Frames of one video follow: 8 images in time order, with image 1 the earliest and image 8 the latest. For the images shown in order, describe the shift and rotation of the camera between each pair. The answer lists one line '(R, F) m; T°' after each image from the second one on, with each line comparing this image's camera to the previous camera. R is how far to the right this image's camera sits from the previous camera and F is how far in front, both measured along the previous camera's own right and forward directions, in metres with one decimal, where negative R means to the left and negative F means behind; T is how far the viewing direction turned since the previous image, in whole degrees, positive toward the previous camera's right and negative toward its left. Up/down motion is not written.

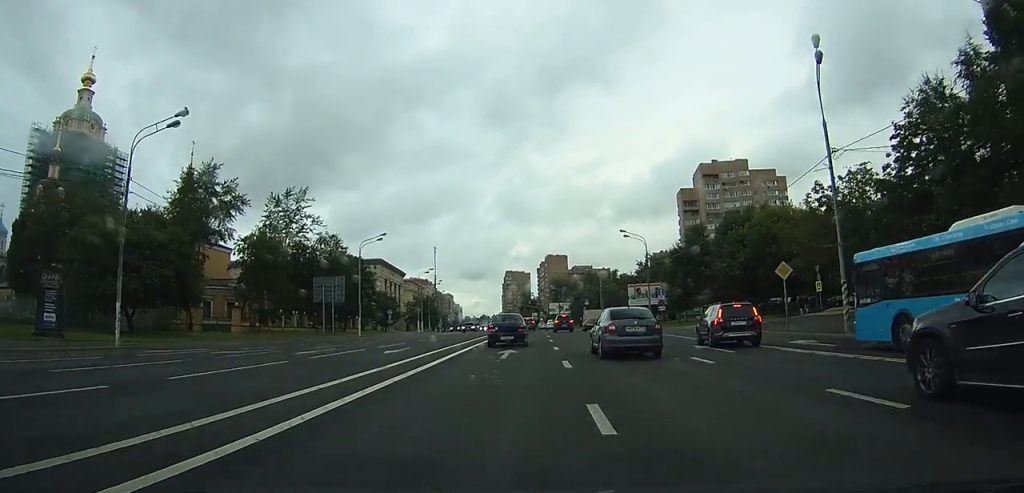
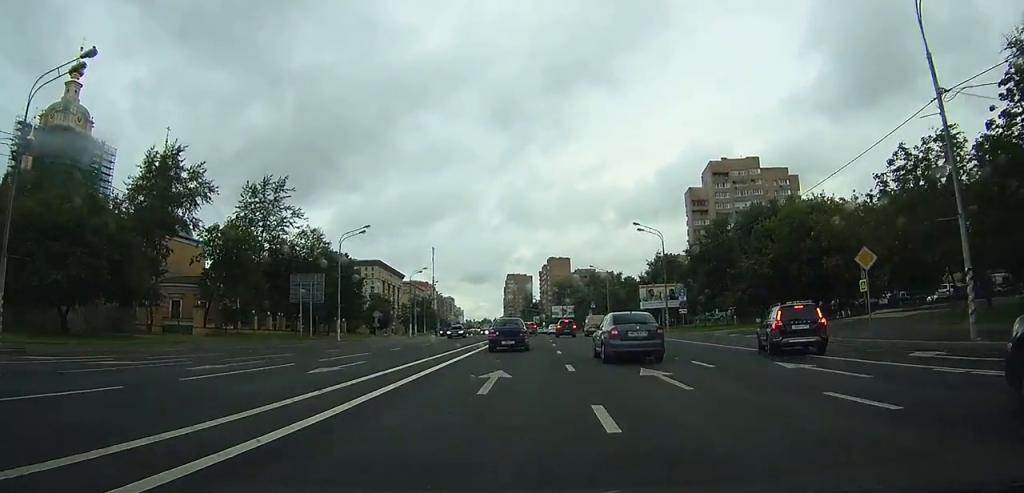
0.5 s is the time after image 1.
(0.0, +7.8) m; 0°
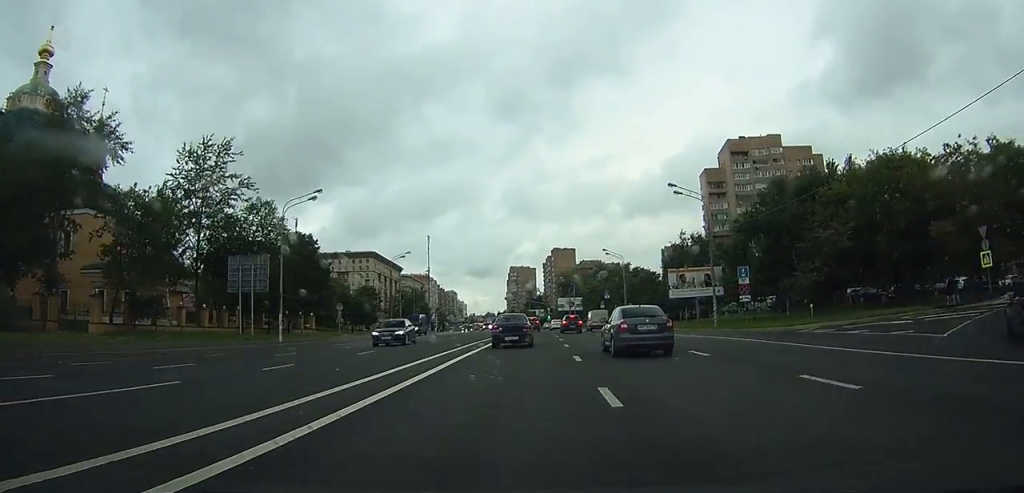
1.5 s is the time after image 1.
(-0.1, +14.7) m; 0°
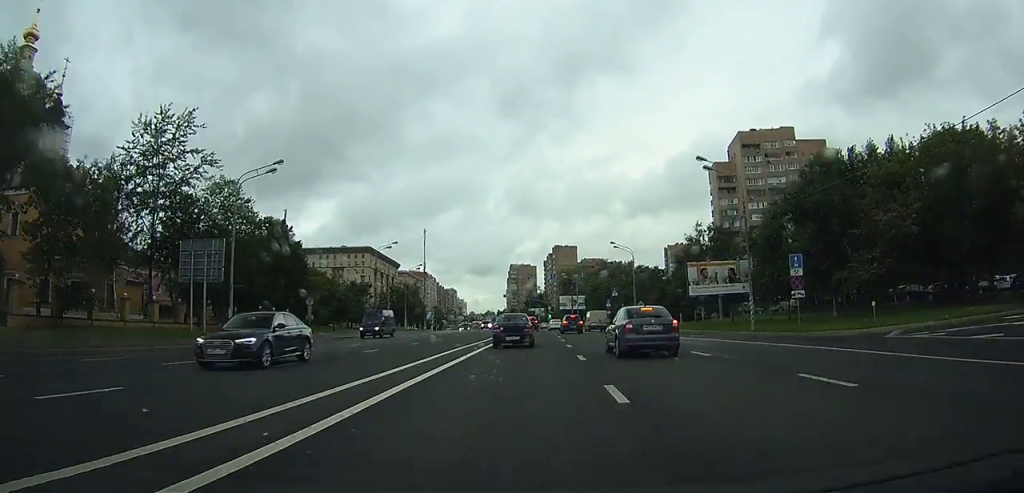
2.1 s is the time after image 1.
(0.0, +7.8) m; 0°
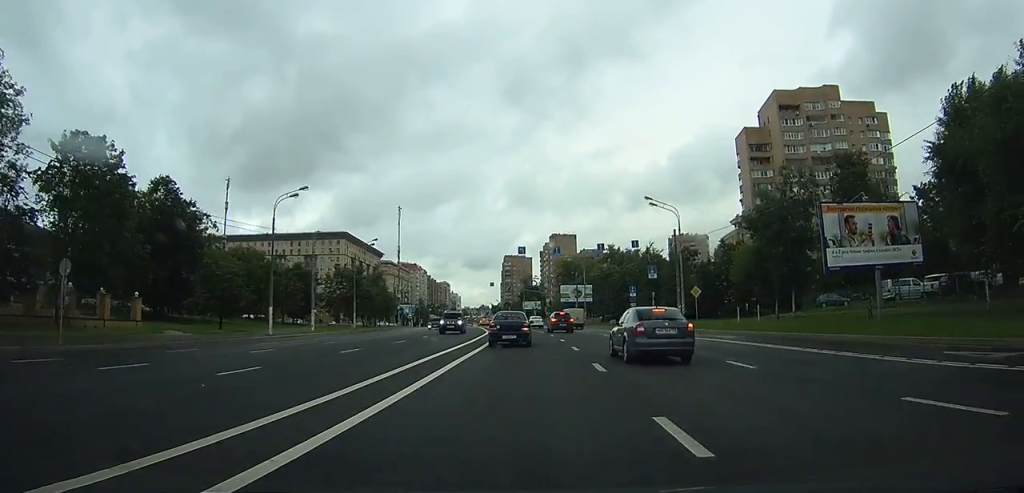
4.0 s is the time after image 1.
(+0.3, +27.7) m; +1°
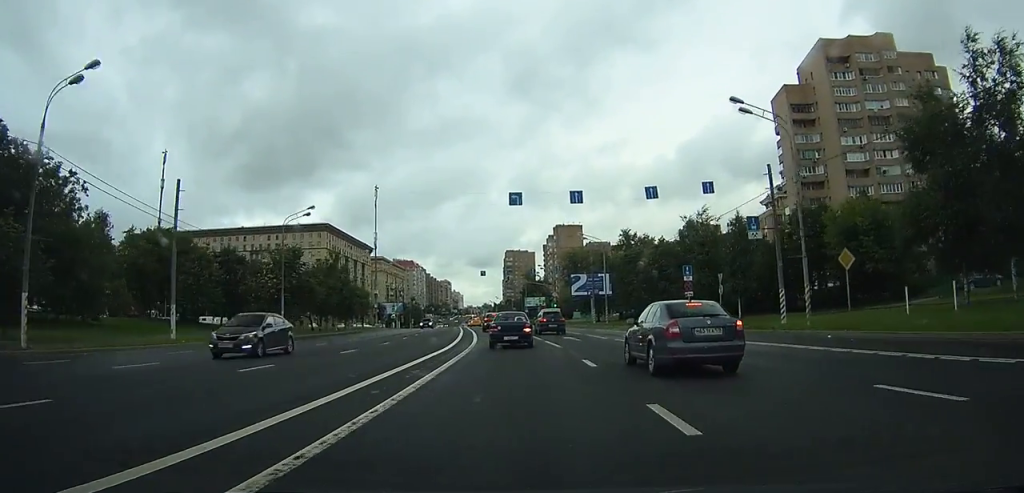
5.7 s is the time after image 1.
(0.0, +23.1) m; 0°
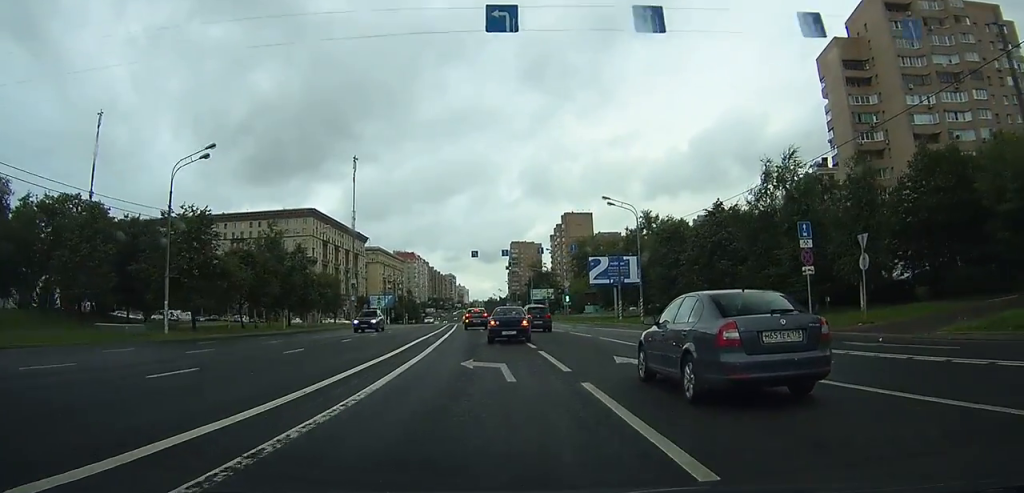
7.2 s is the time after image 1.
(+0.1, +19.2) m; 0°
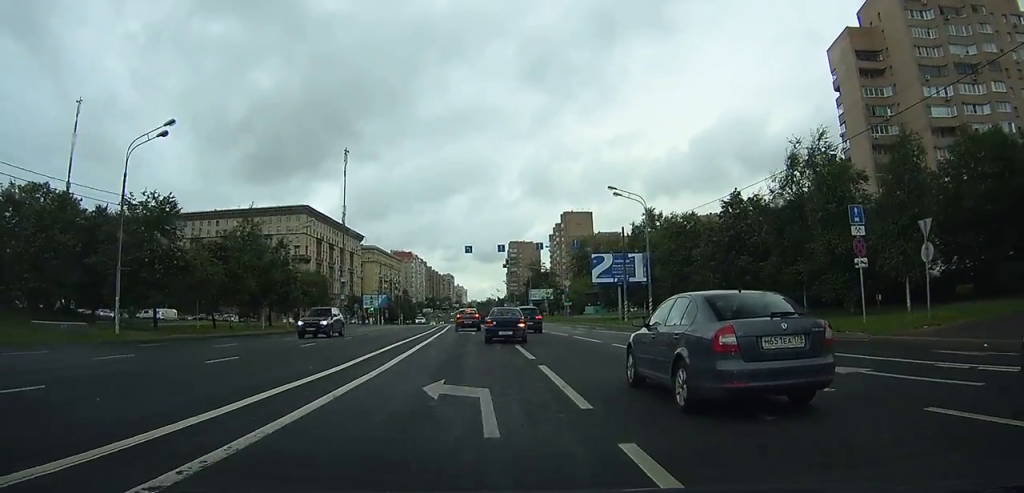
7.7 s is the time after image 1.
(0.0, +4.8) m; 0°
